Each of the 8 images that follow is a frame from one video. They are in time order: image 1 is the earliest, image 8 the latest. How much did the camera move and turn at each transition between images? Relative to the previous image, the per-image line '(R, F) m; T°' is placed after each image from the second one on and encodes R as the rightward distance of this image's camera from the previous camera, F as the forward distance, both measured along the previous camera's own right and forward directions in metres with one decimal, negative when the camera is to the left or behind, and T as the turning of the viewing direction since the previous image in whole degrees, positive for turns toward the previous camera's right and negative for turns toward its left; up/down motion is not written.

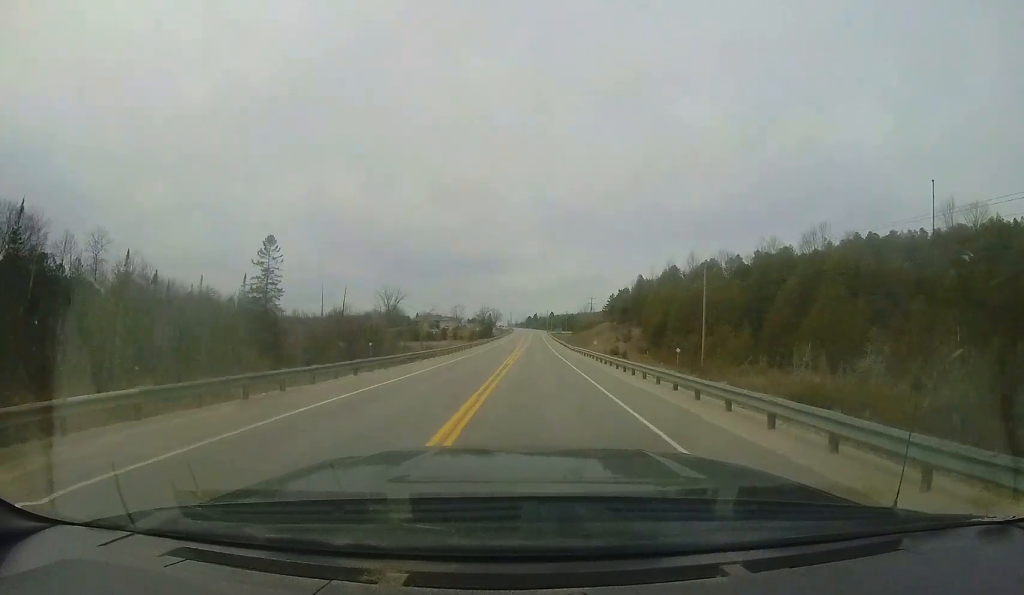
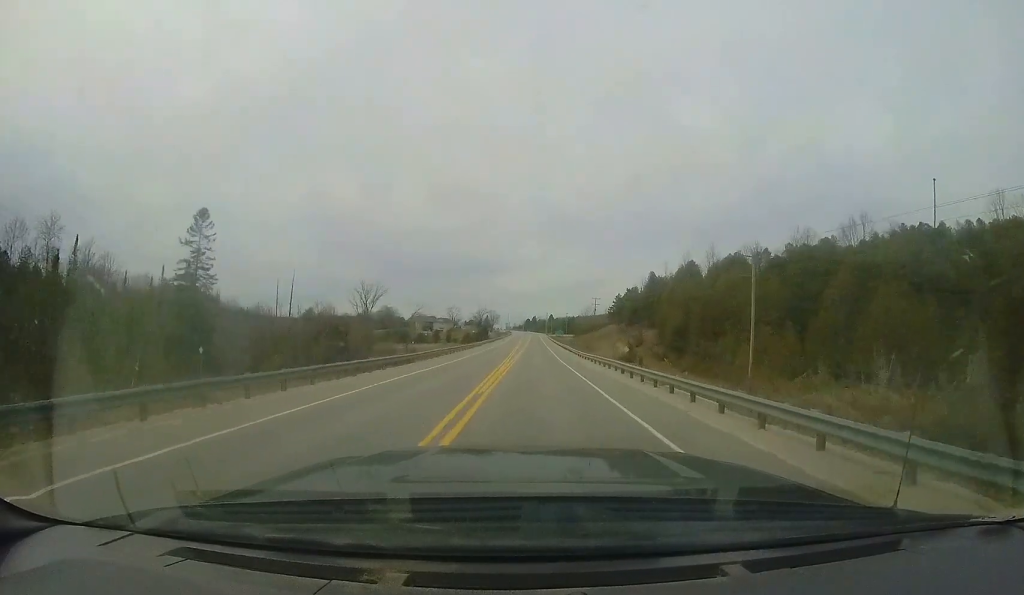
(0.0, +11.2) m; 0°
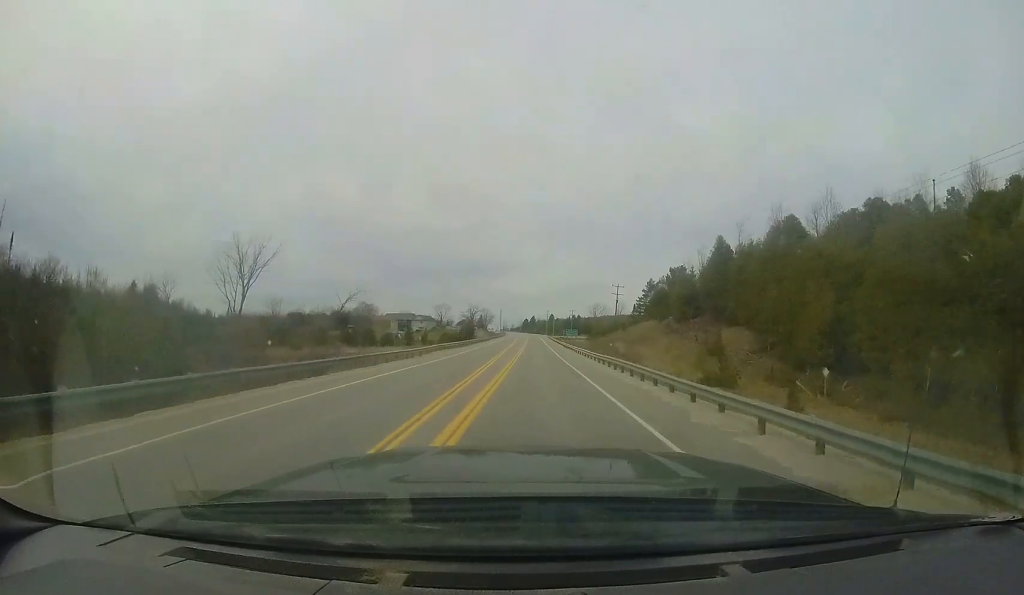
(0.0, +34.5) m; +1°
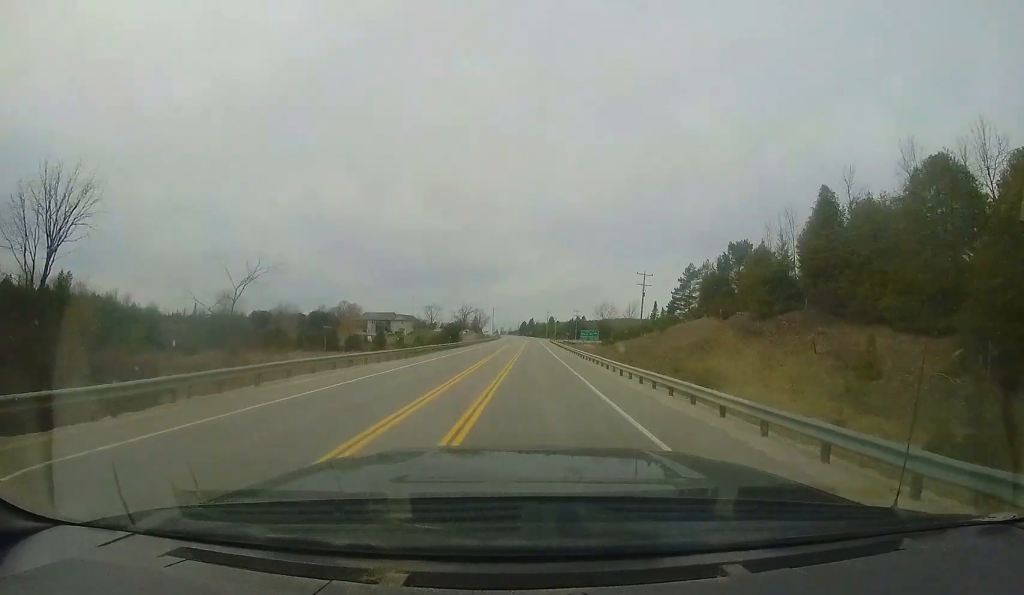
(+0.6, +23.0) m; 0°
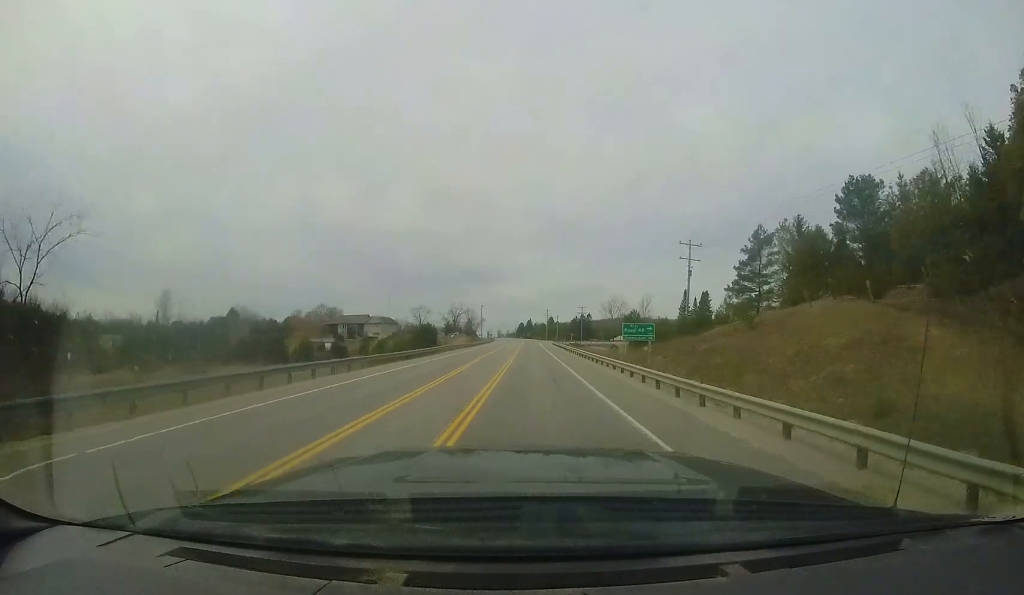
(-0.2, +22.1) m; 0°
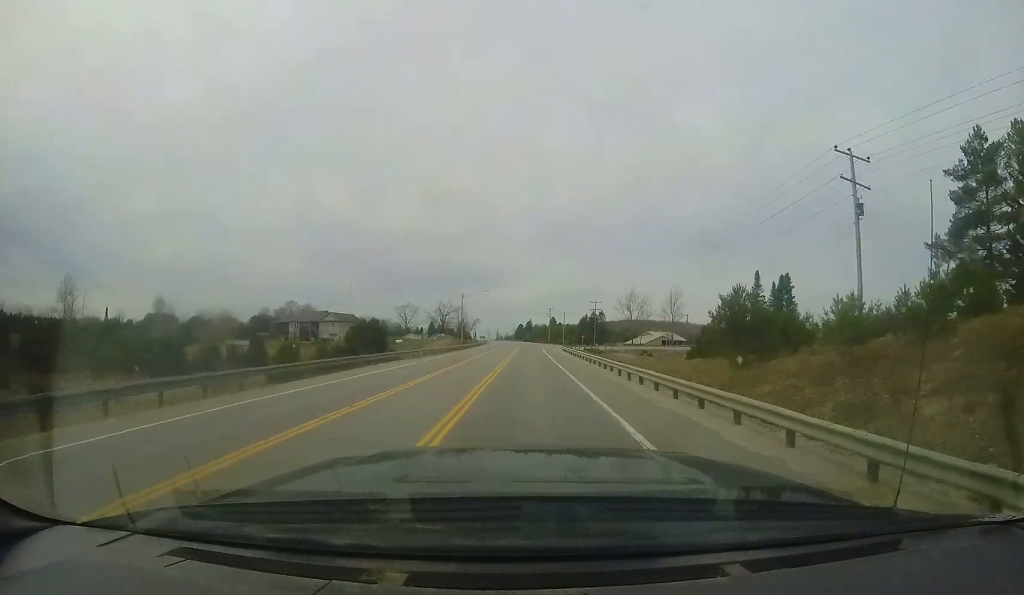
(+0.1, +27.6) m; 0°
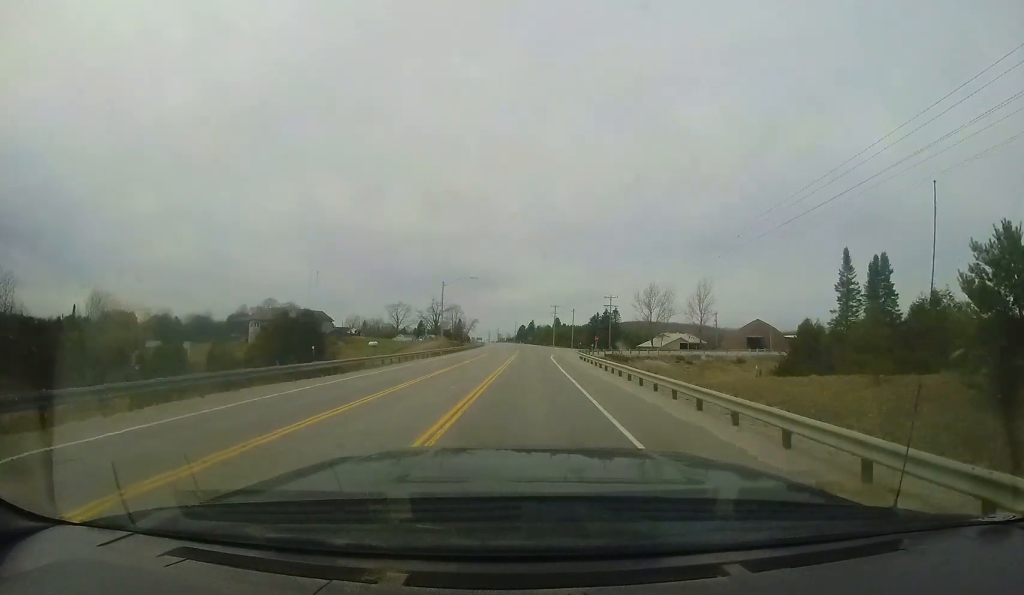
(+0.1, +17.3) m; -1°
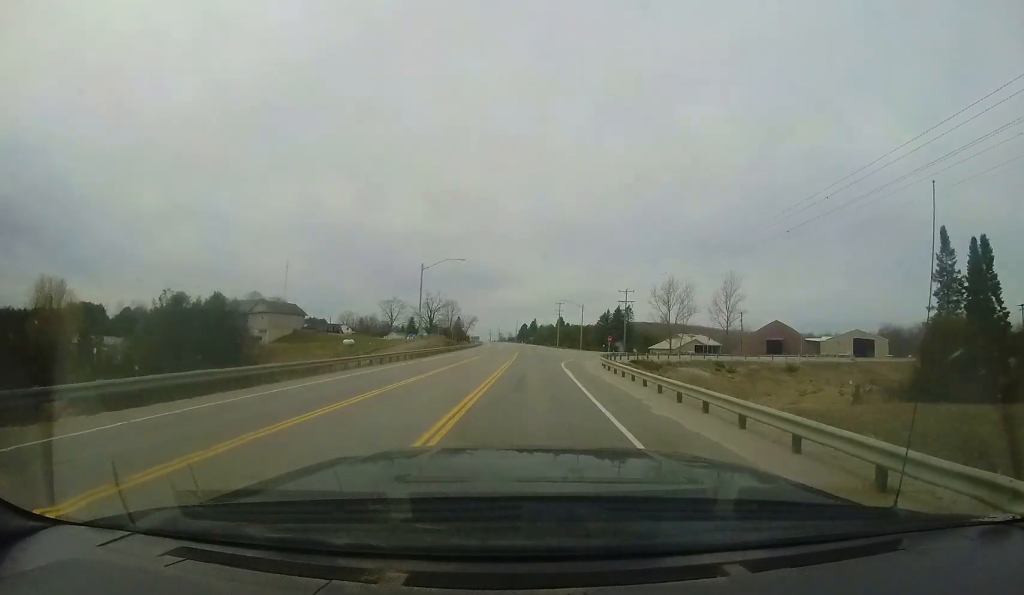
(0.0, +11.7) m; -1°
